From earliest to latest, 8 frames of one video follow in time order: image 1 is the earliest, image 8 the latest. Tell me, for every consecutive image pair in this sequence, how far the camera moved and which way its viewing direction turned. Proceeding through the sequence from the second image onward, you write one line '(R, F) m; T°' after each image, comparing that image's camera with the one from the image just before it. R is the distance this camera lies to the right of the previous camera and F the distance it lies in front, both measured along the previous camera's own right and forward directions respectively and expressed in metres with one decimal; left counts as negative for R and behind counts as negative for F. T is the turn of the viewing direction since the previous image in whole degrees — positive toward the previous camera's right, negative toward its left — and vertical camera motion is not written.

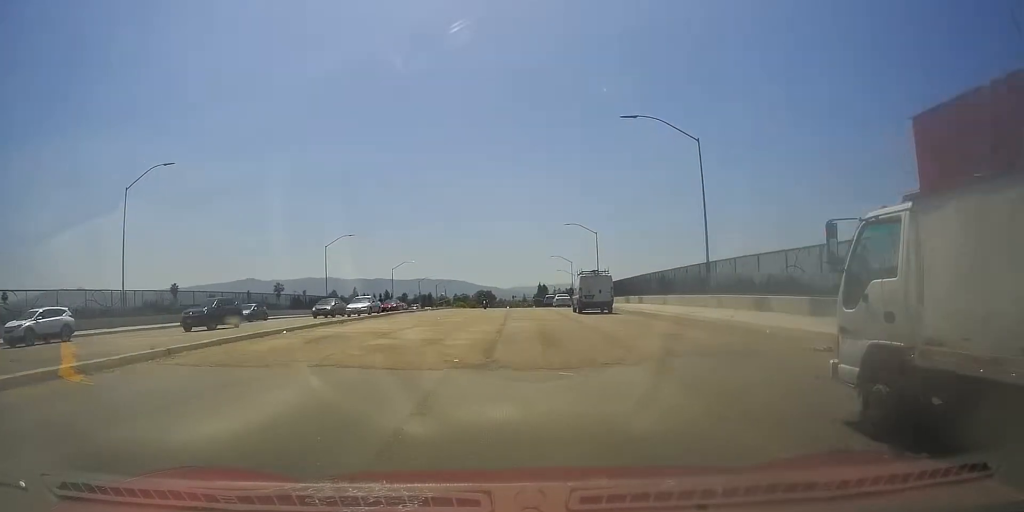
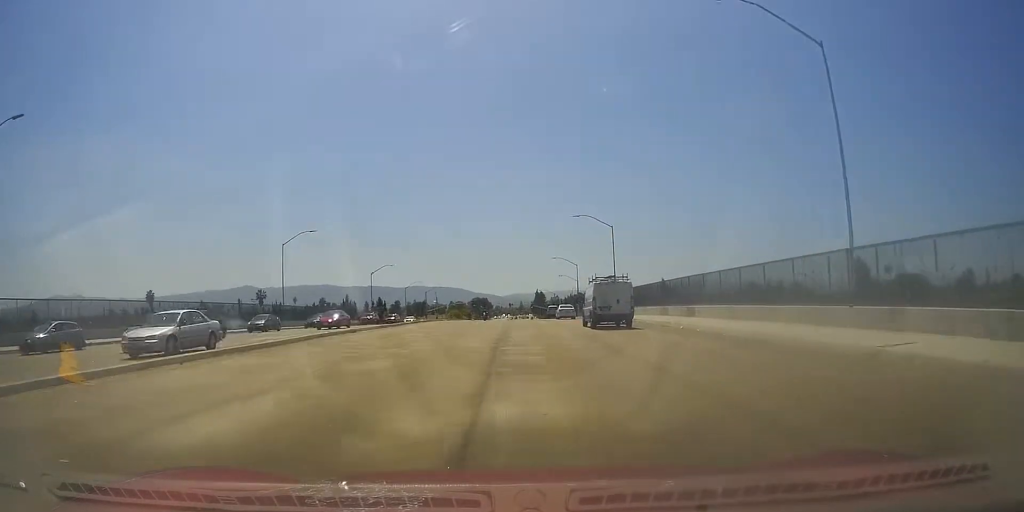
(-0.4, +15.6) m; 0°
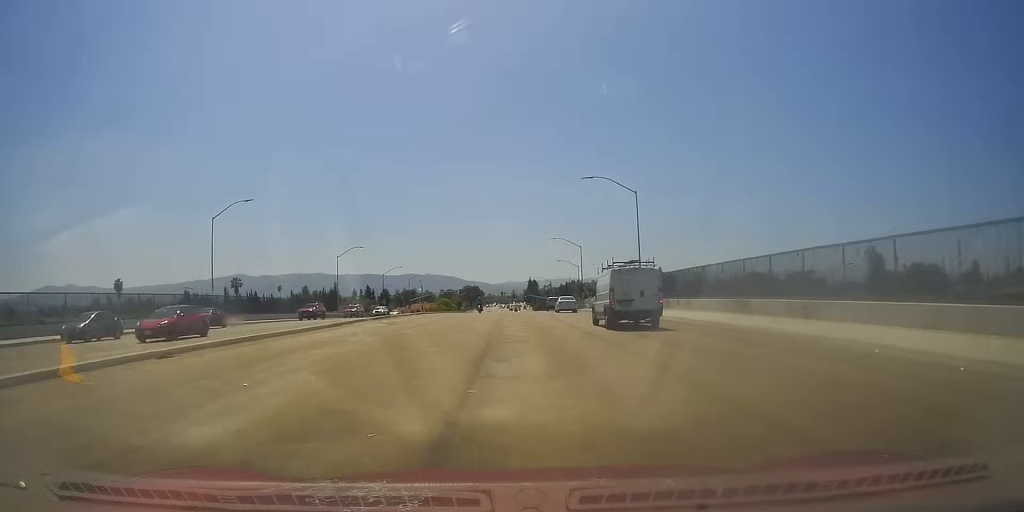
(-0.1, +16.1) m; +1°
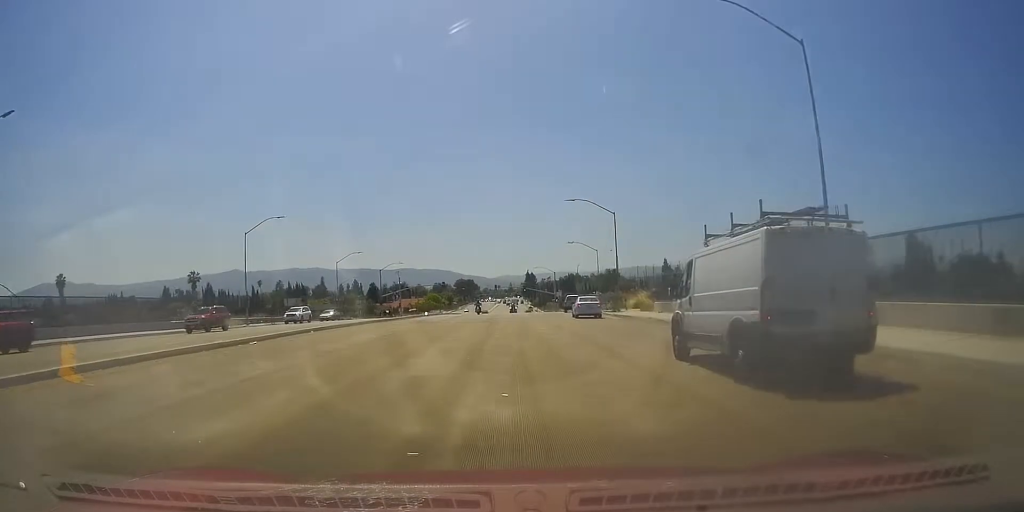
(+0.7, +30.7) m; 0°
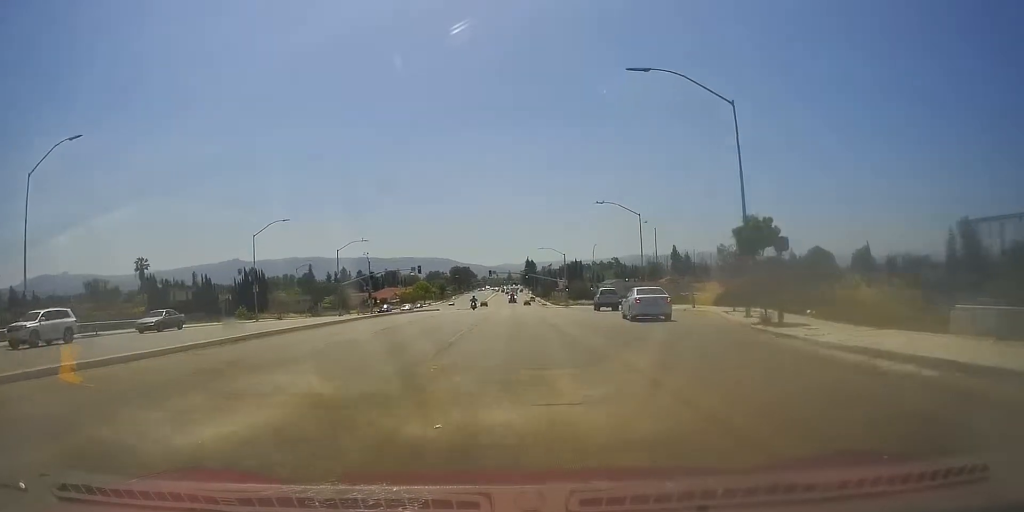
(-0.3, +30.9) m; +1°
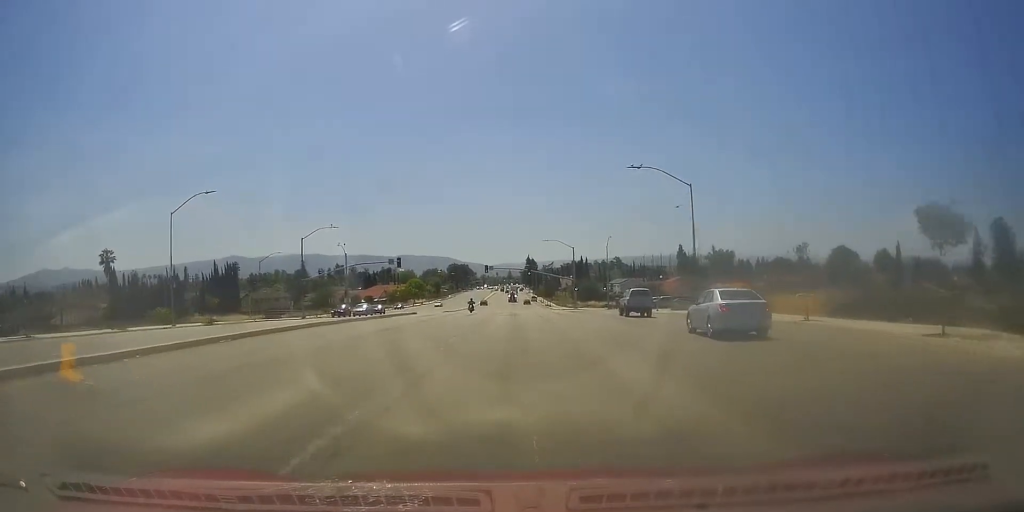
(+0.3, +17.7) m; +1°
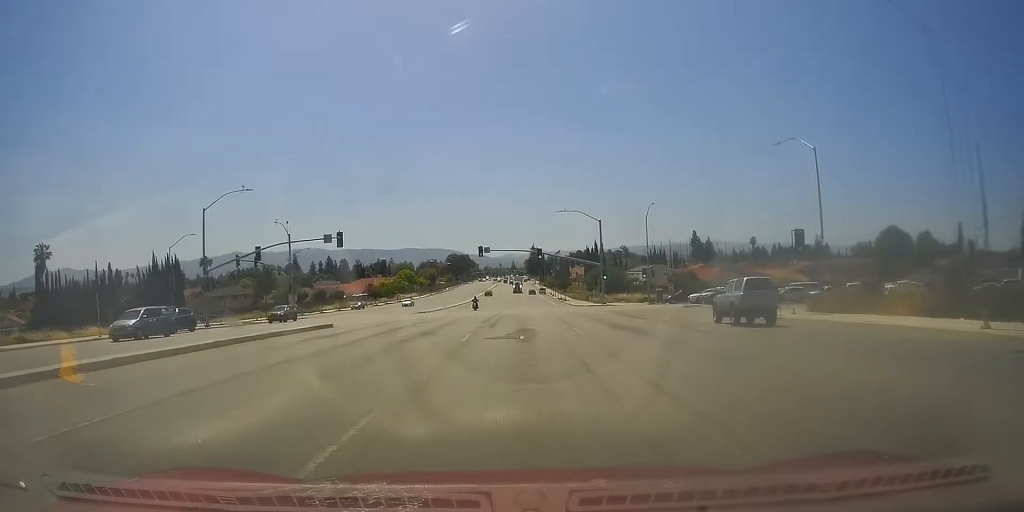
(+0.3, +29.2) m; +1°
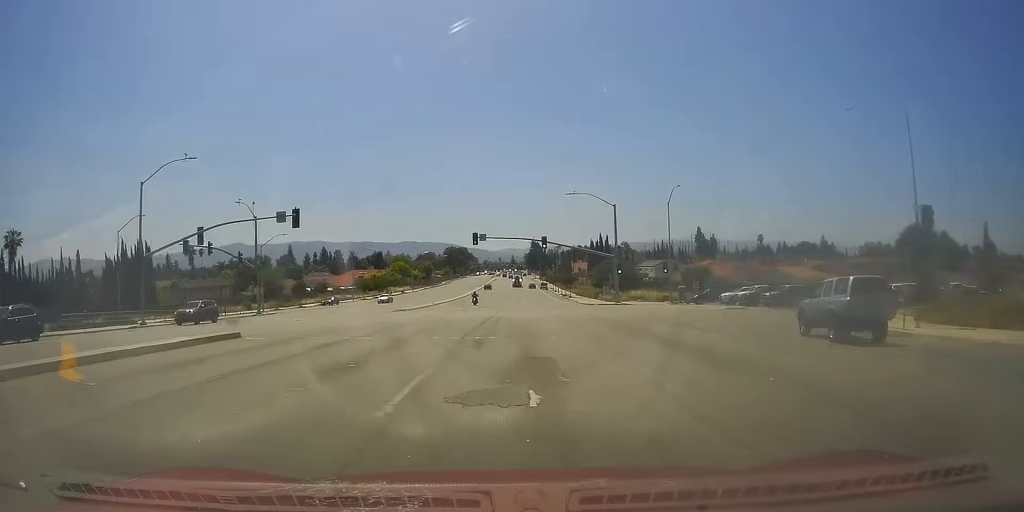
(0.0, +10.9) m; 0°
